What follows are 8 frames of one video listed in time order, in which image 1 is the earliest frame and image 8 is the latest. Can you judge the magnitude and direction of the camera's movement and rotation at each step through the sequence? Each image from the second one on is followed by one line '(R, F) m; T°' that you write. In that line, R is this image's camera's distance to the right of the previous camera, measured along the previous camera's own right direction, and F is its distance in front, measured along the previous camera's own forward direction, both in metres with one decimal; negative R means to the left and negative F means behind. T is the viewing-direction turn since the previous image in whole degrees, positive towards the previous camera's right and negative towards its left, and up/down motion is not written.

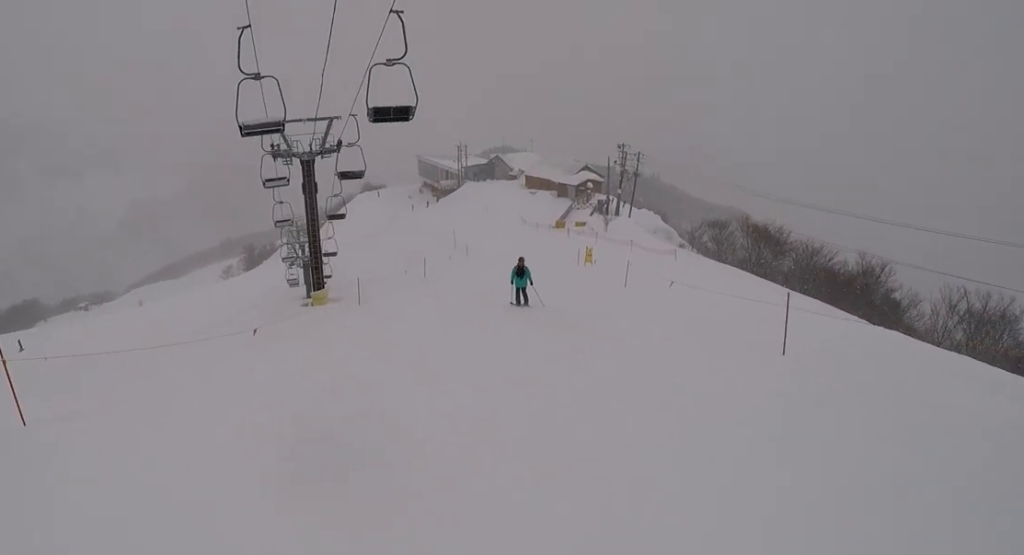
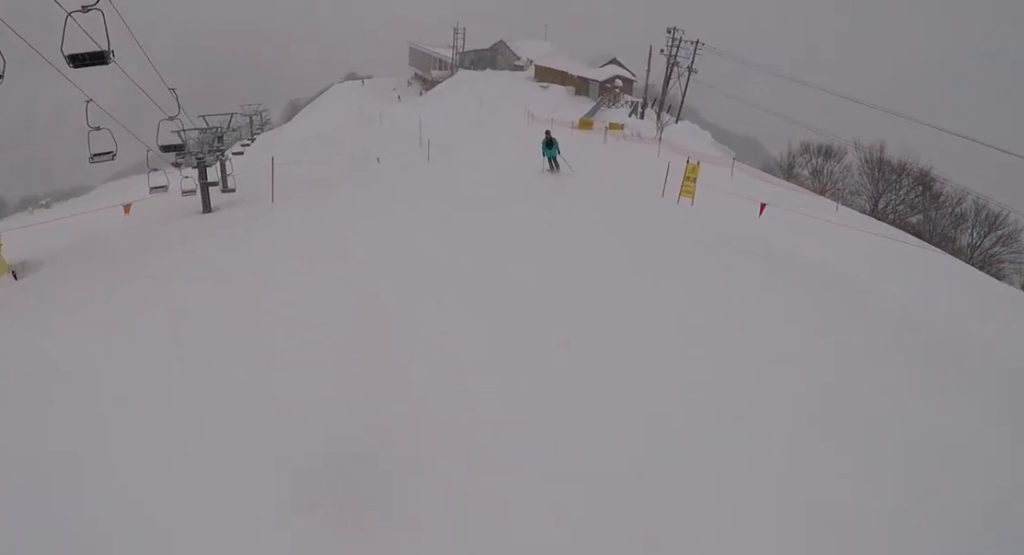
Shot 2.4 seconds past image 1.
(-2.5, +23.6) m; -7°
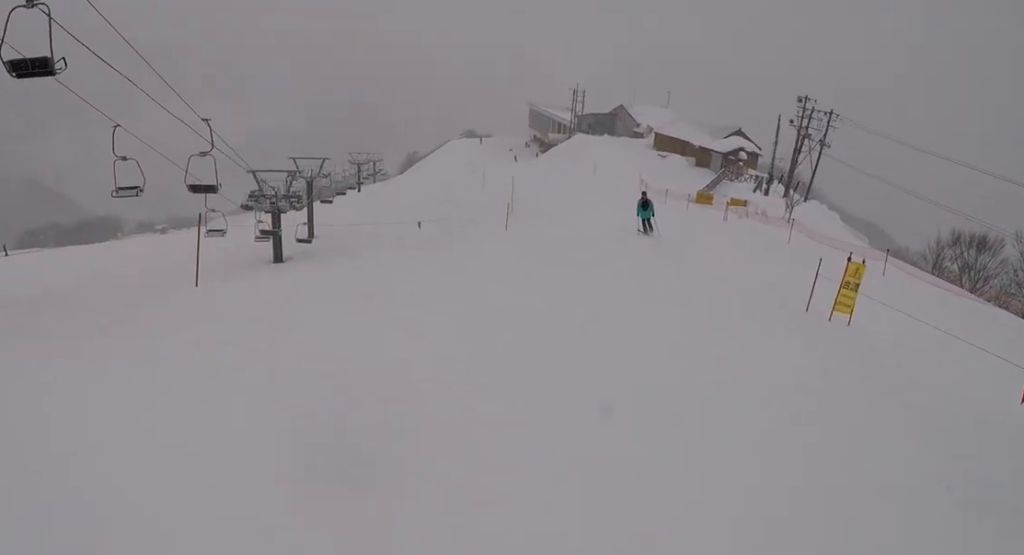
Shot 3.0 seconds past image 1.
(0.0, +5.9) m; -1°
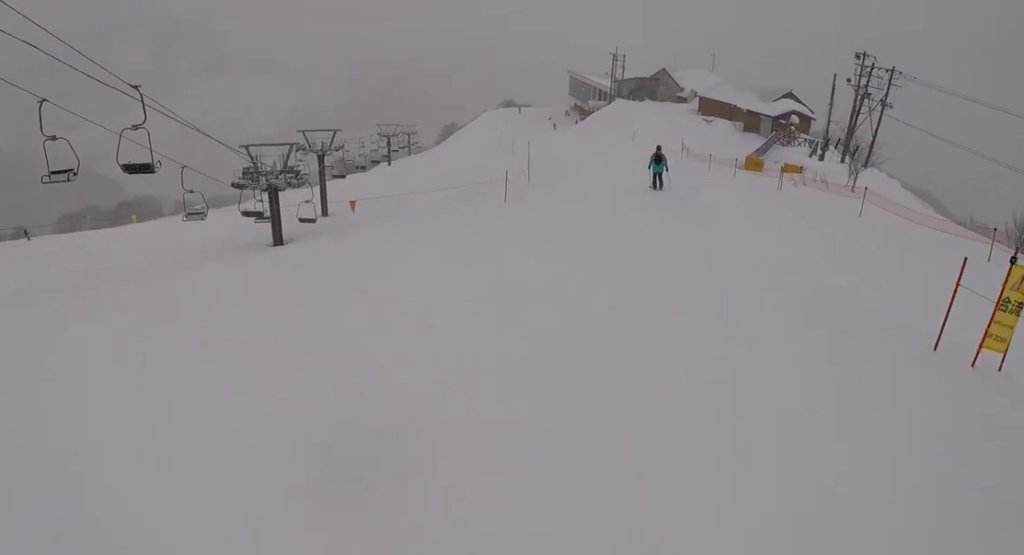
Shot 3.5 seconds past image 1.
(-0.1, +5.1) m; 0°
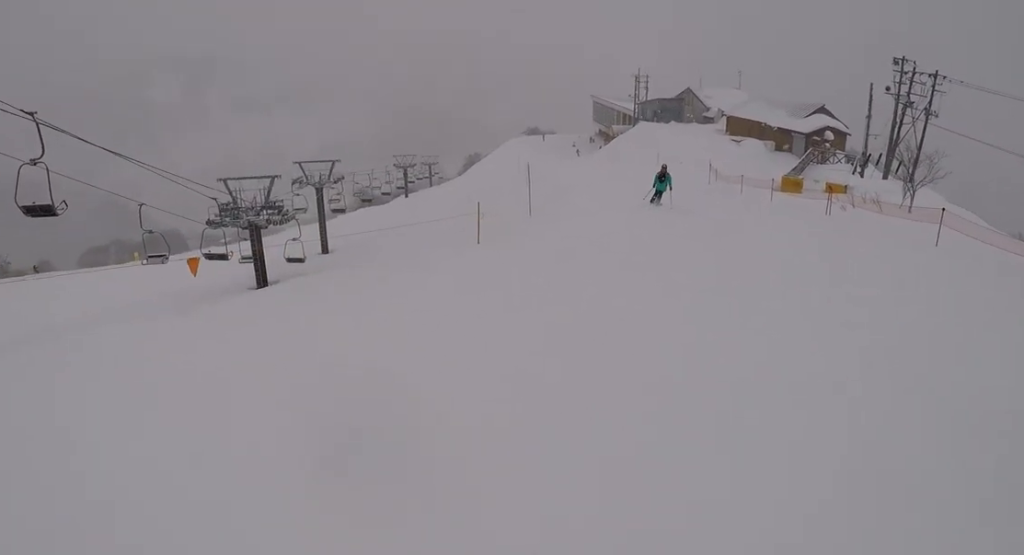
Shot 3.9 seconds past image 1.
(-0.1, +4.8) m; 0°
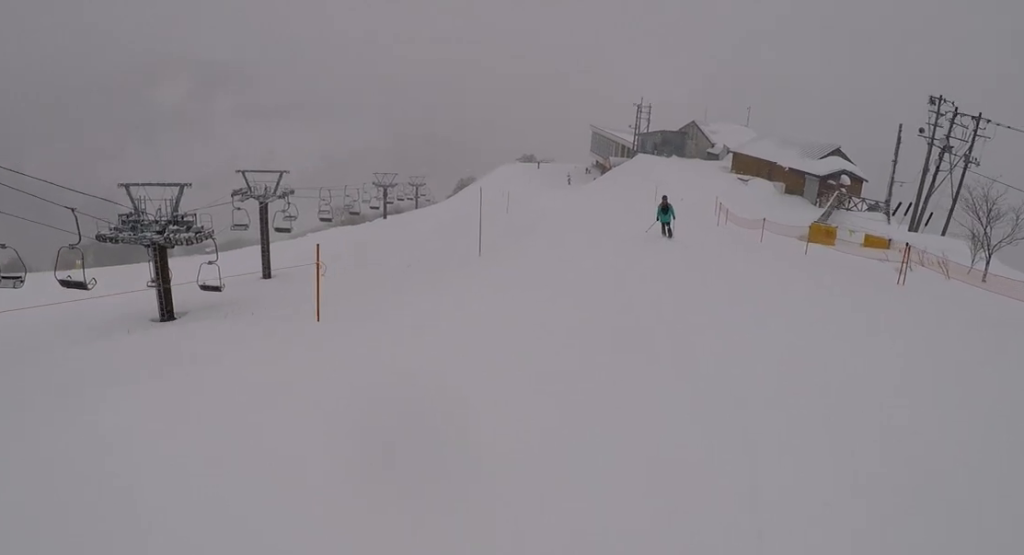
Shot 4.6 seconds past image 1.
(+0.2, +7.1) m; +1°
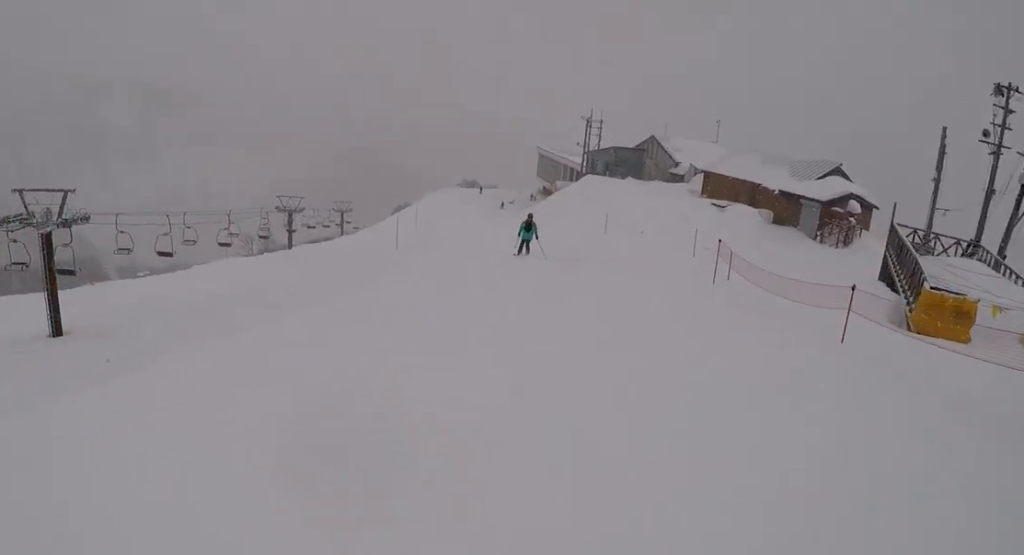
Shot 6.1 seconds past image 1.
(-0.2, +14.3) m; -8°
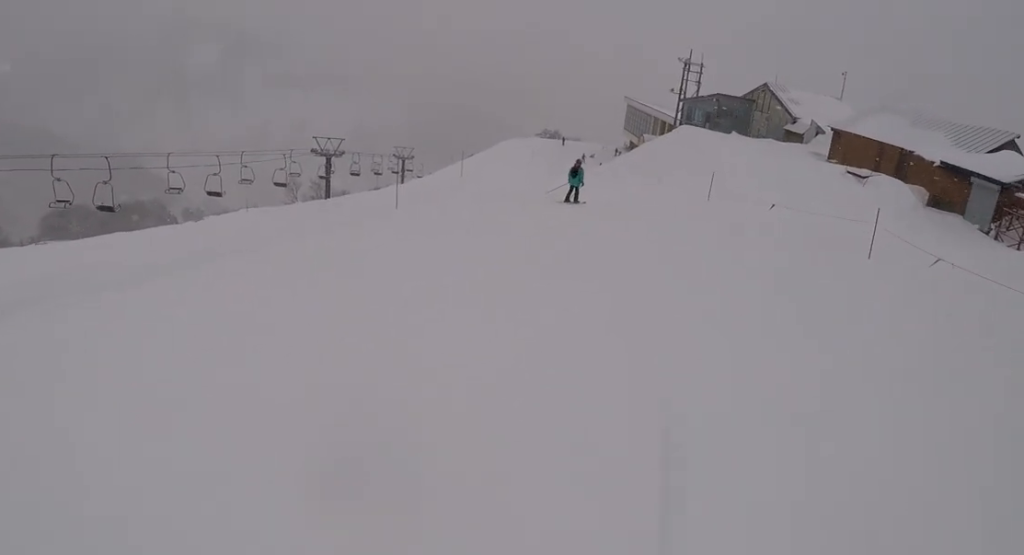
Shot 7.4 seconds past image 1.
(-1.3, +11.8) m; -7°
